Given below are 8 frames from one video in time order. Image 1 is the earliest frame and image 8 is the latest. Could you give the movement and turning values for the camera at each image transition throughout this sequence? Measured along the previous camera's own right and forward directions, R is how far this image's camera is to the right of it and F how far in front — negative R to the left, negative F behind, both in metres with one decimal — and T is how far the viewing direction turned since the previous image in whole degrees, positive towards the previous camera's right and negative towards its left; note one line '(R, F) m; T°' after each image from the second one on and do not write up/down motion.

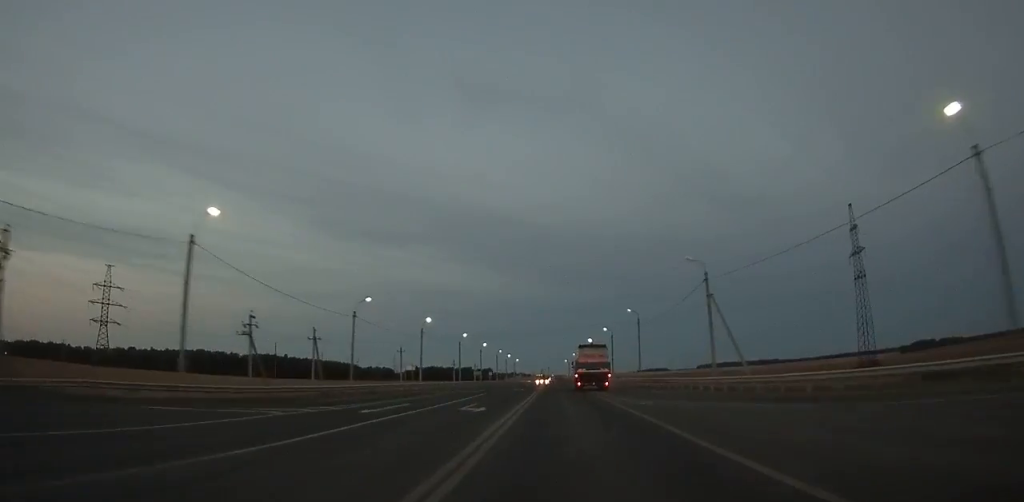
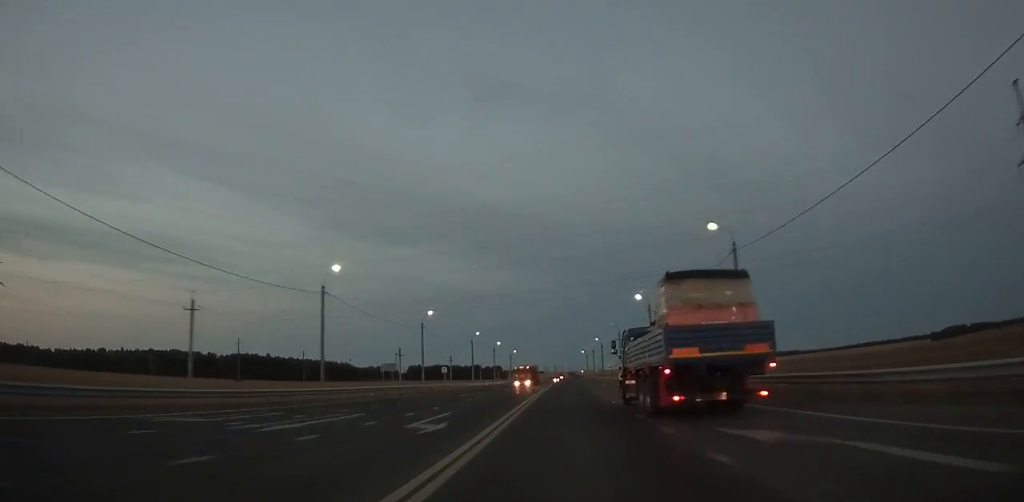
(-0.5, +67.6) m; -1°
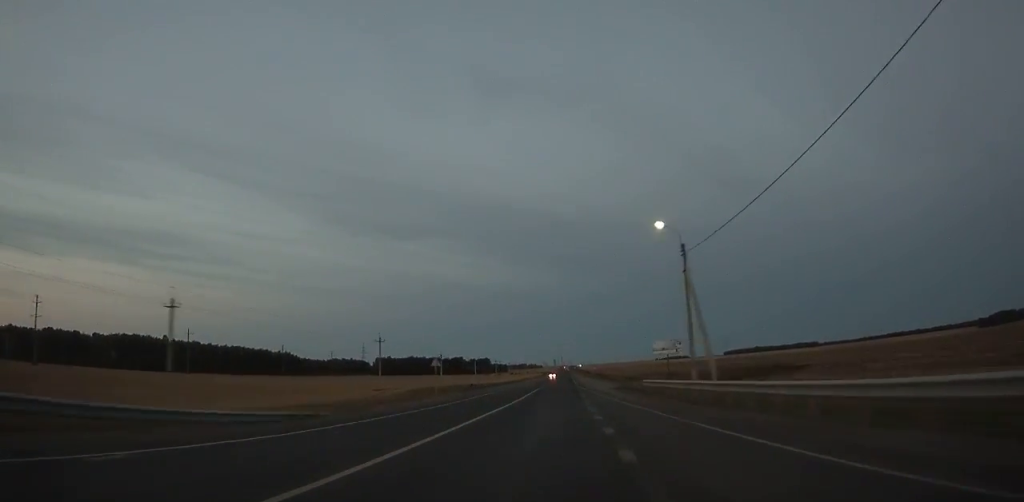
(+0.5, +151.5) m; 0°
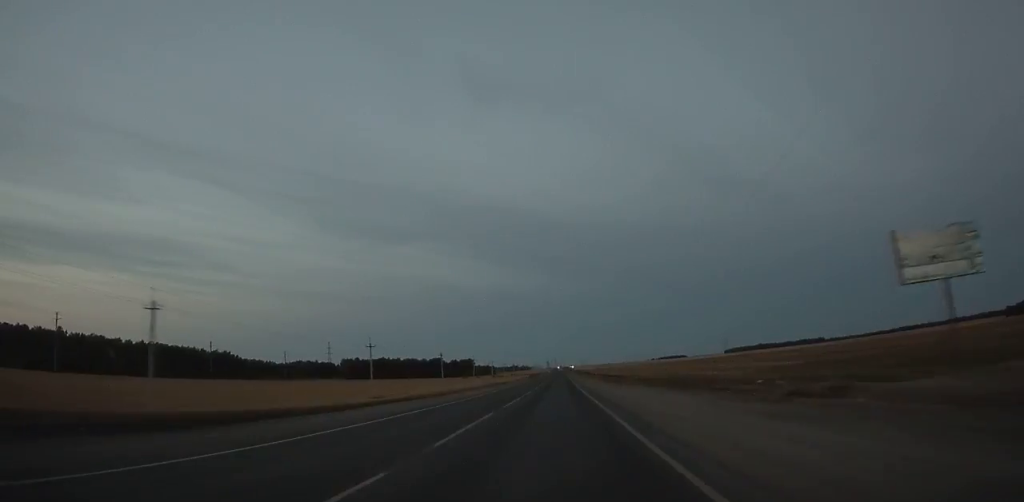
(+0.1, +94.1) m; 0°
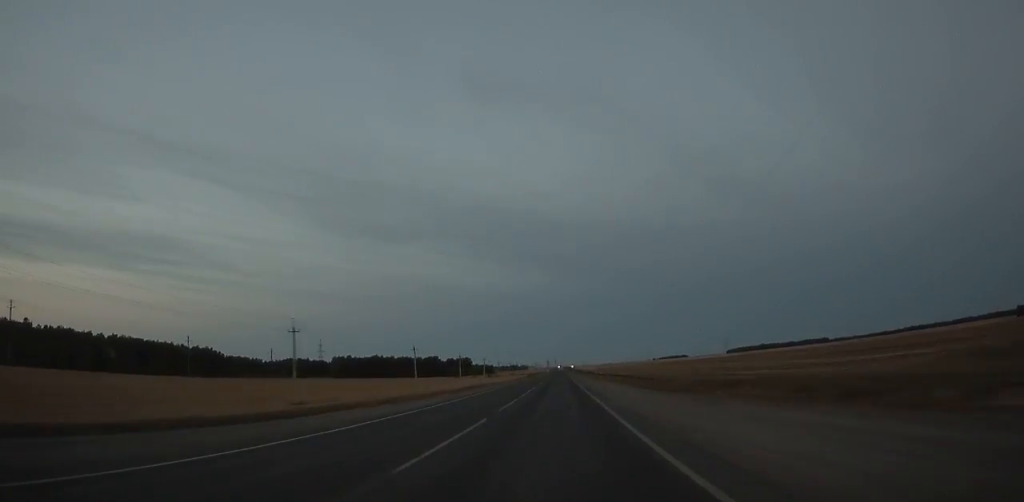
(-0.1, +26.6) m; 0°
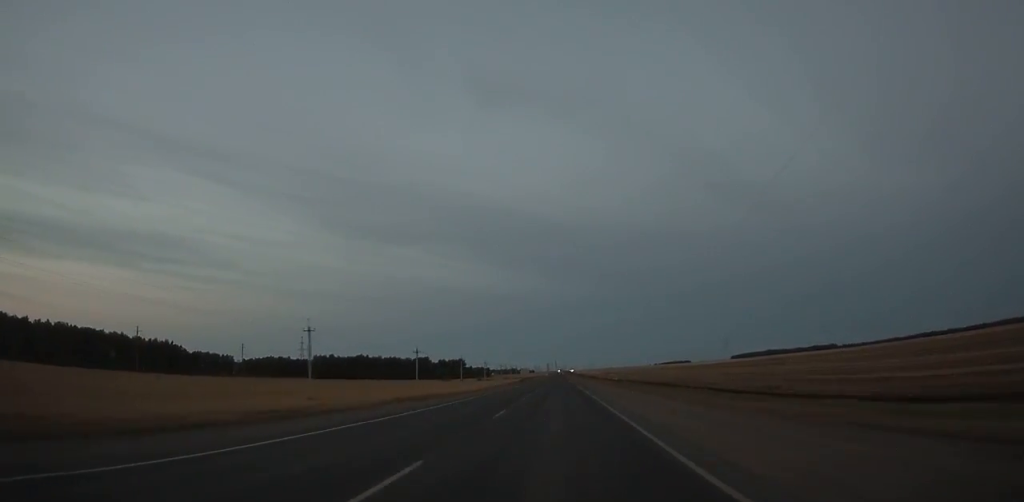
(-0.3, +49.1) m; 0°
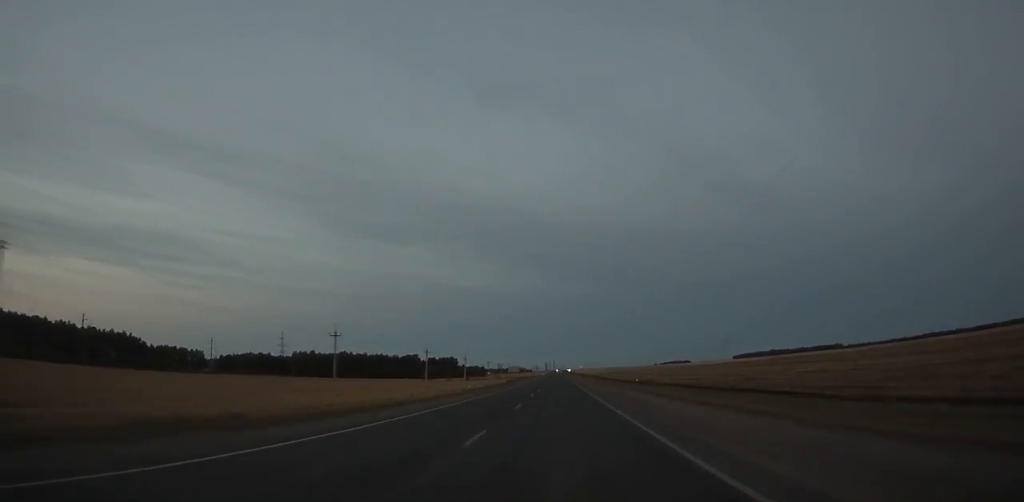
(+0.2, +43.3) m; 0°
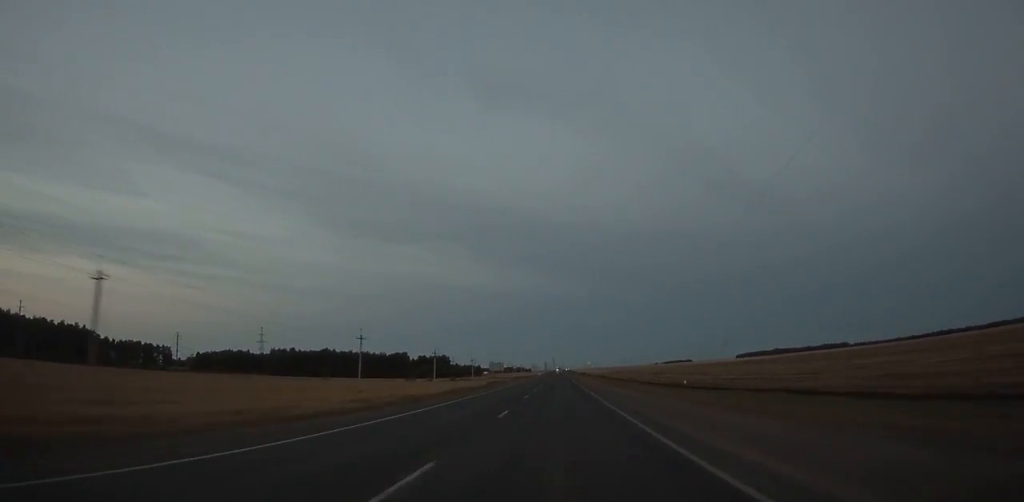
(+0.1, +41.2) m; 0°
